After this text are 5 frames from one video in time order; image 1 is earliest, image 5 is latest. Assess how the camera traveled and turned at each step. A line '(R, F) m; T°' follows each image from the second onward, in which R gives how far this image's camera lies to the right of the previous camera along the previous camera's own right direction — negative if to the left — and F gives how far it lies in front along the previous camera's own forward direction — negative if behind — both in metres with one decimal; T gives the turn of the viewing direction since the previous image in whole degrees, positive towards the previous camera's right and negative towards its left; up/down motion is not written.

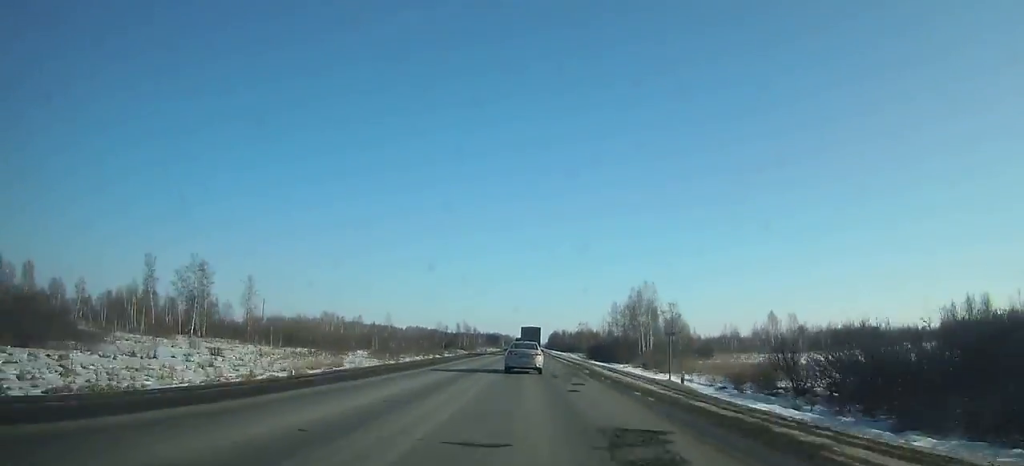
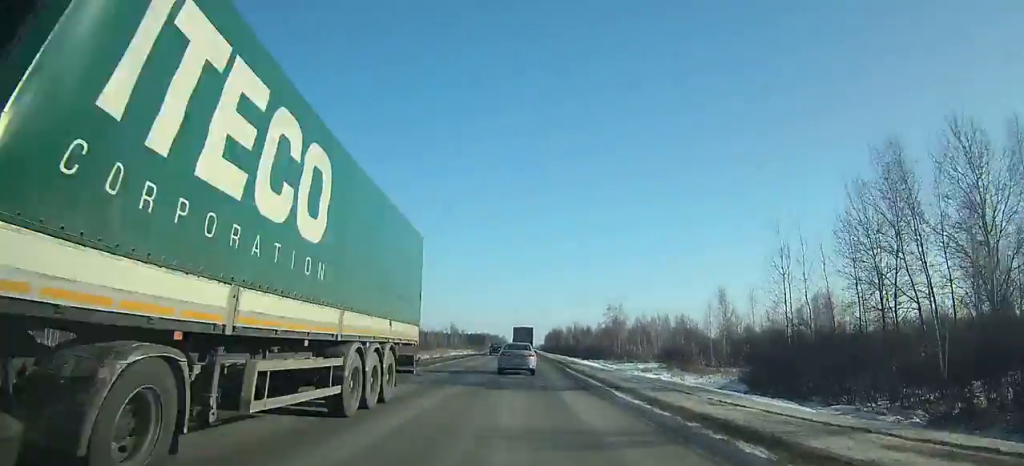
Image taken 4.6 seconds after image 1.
(+0.2, +101.2) m; 0°
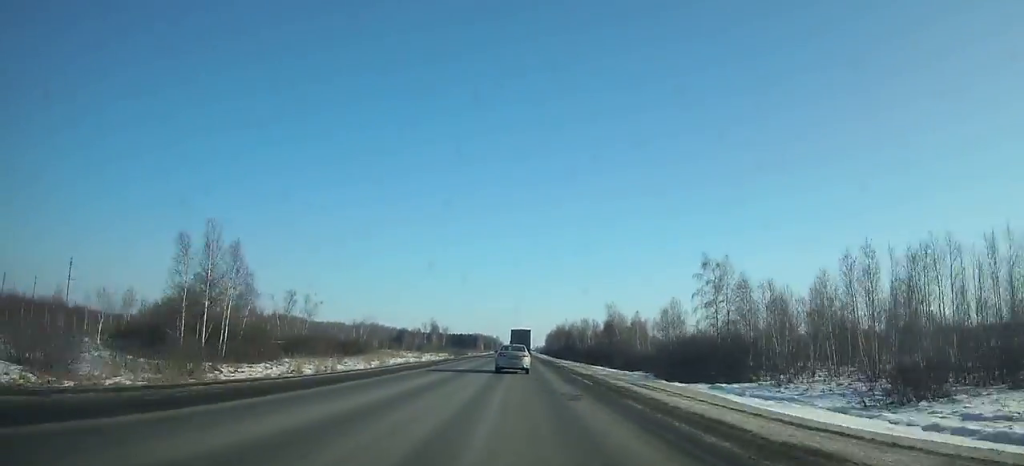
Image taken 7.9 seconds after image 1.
(-0.1, +72.4) m; 0°
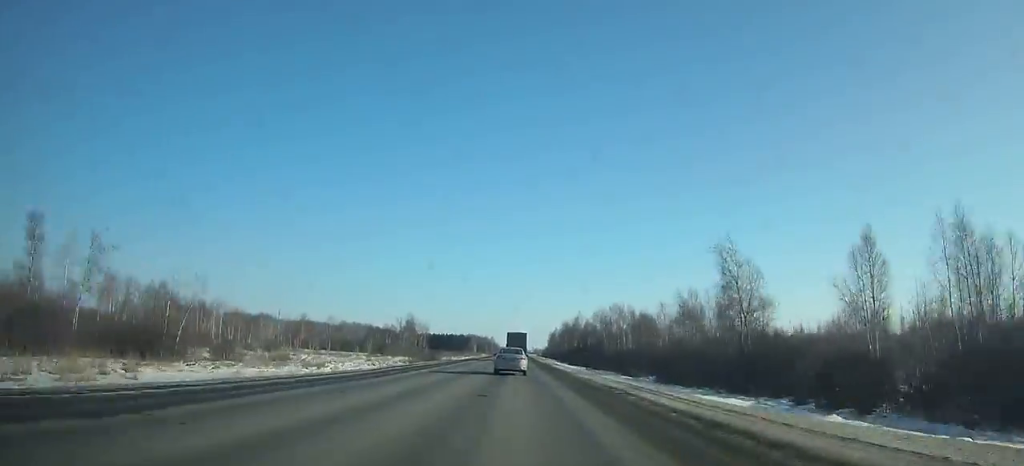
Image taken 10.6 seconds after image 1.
(0.0, +59.3) m; 0°
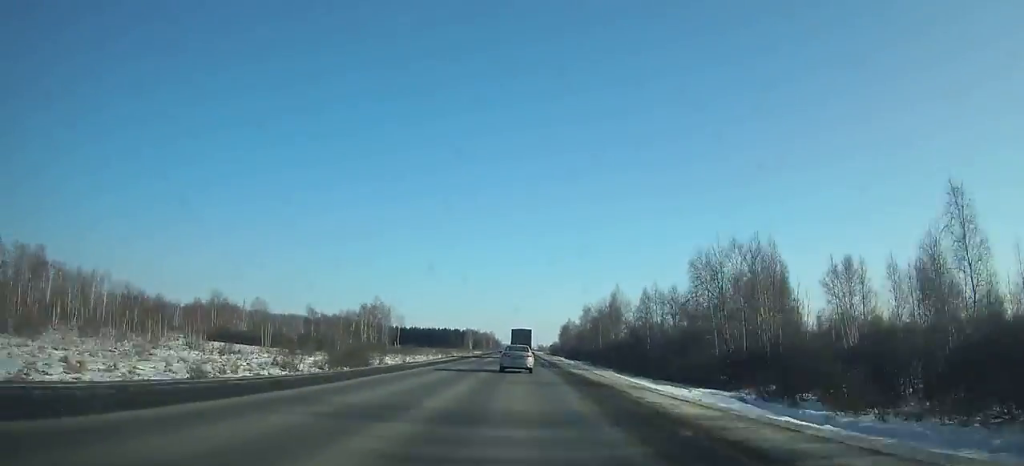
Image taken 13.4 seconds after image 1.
(0.0, +61.6) m; 0°
